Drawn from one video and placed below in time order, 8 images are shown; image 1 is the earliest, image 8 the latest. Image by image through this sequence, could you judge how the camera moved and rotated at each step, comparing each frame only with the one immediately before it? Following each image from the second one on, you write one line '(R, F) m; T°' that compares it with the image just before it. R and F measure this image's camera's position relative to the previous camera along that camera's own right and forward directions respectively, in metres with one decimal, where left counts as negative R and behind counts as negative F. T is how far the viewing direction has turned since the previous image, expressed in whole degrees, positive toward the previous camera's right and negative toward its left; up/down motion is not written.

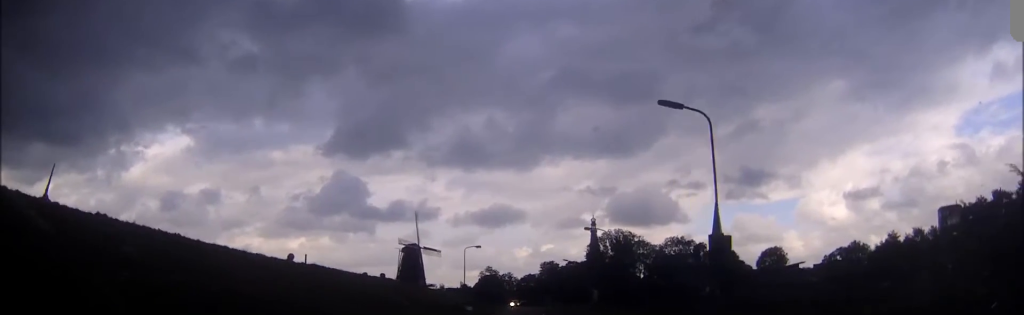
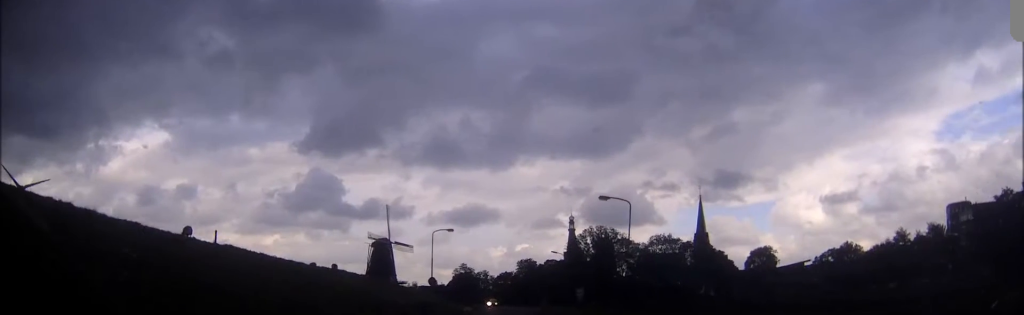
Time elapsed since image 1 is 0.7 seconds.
(0.0, +14.4) m; +1°
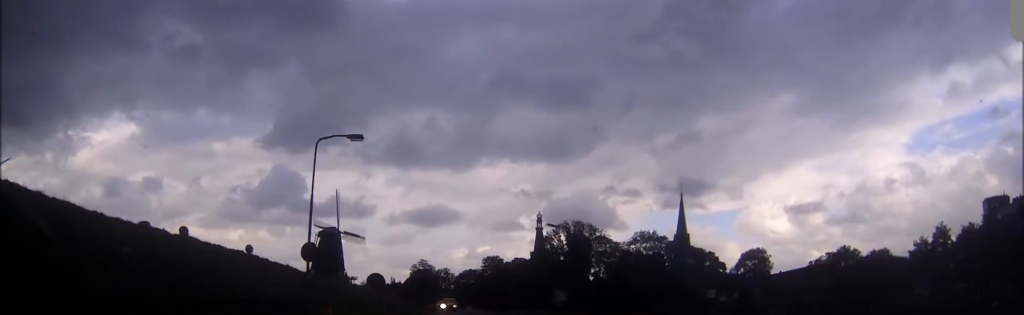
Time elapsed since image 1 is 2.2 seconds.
(+0.9, +28.8) m; +3°
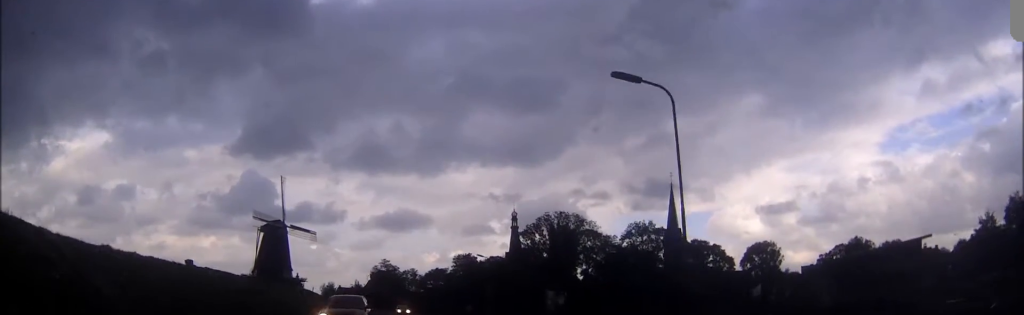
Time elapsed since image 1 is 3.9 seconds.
(+0.8, +31.4) m; +2°
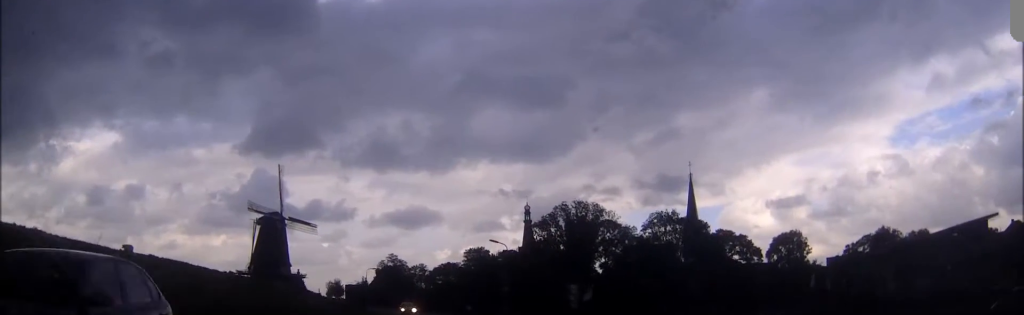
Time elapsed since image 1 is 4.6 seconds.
(+0.1, +12.4) m; 0°
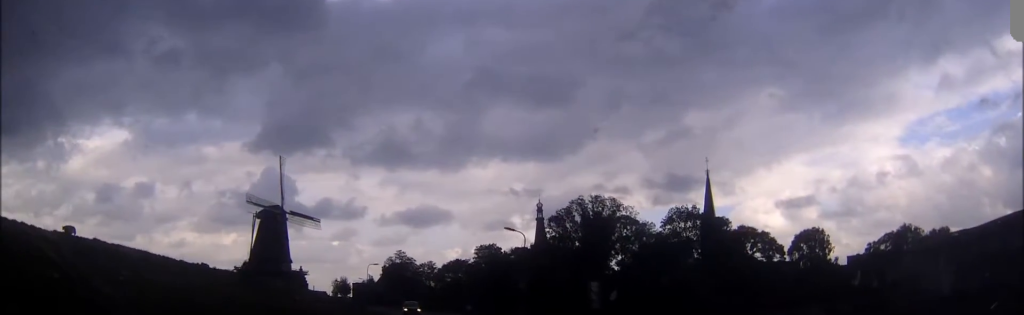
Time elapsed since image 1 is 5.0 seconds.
(-0.1, +8.7) m; -1°
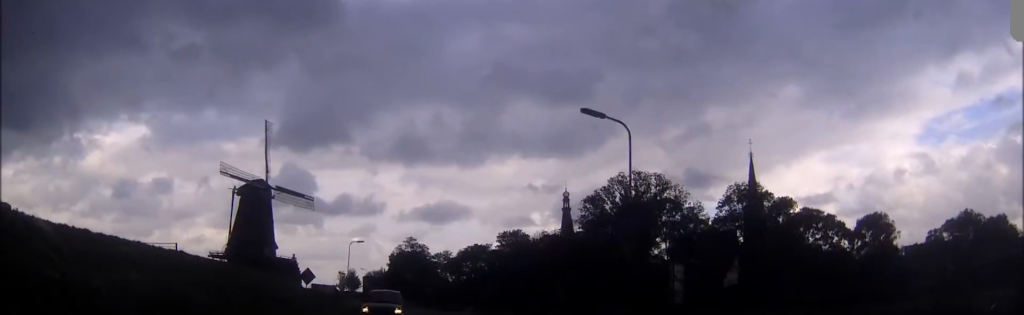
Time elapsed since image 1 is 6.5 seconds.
(-0.4, +27.2) m; -1°
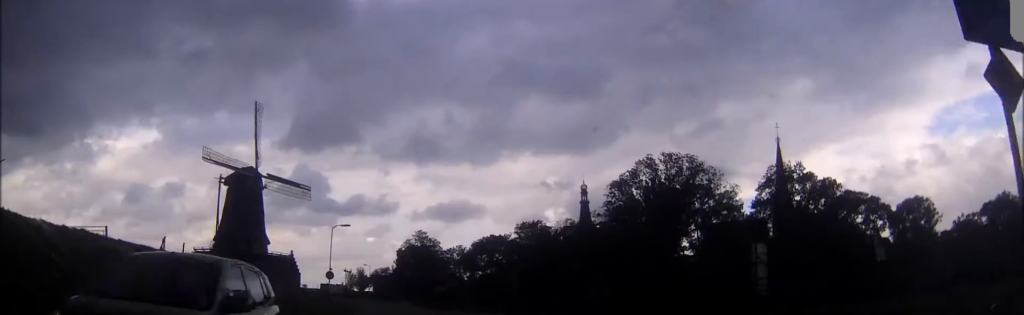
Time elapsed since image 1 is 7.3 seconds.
(-0.1, +14.1) m; -1°
